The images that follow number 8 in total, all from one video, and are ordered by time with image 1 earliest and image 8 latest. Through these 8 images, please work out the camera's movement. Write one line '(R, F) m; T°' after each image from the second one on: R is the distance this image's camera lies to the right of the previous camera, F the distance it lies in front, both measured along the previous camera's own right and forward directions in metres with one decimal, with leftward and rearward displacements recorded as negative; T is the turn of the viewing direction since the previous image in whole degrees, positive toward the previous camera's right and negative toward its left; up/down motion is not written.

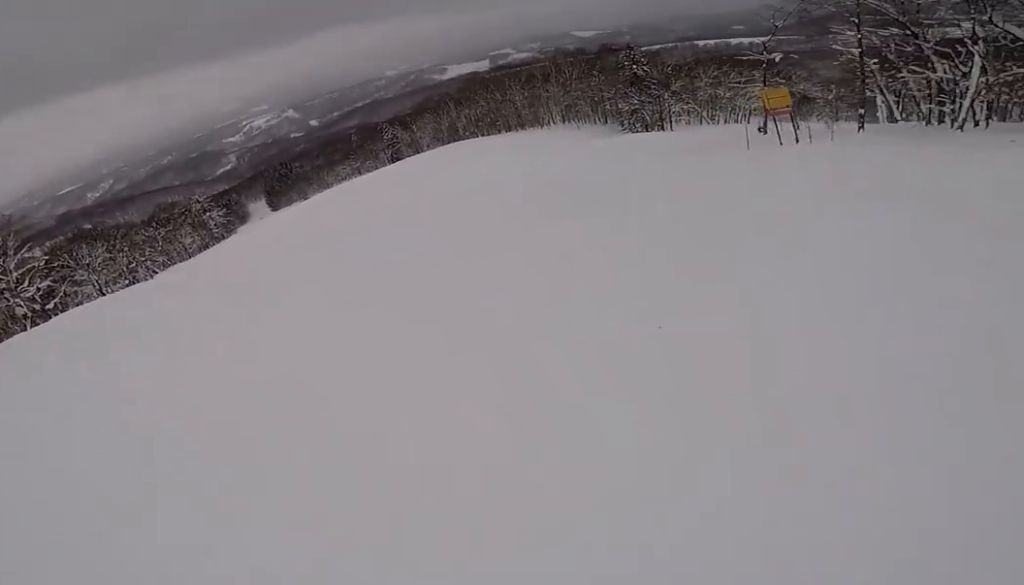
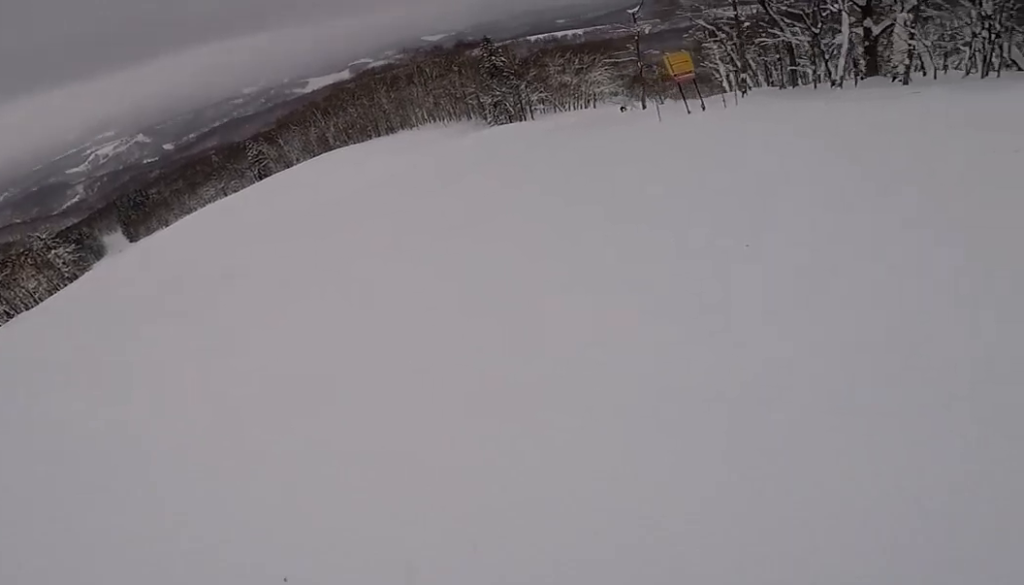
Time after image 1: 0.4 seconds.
(+0.9, +4.8) m; +14°
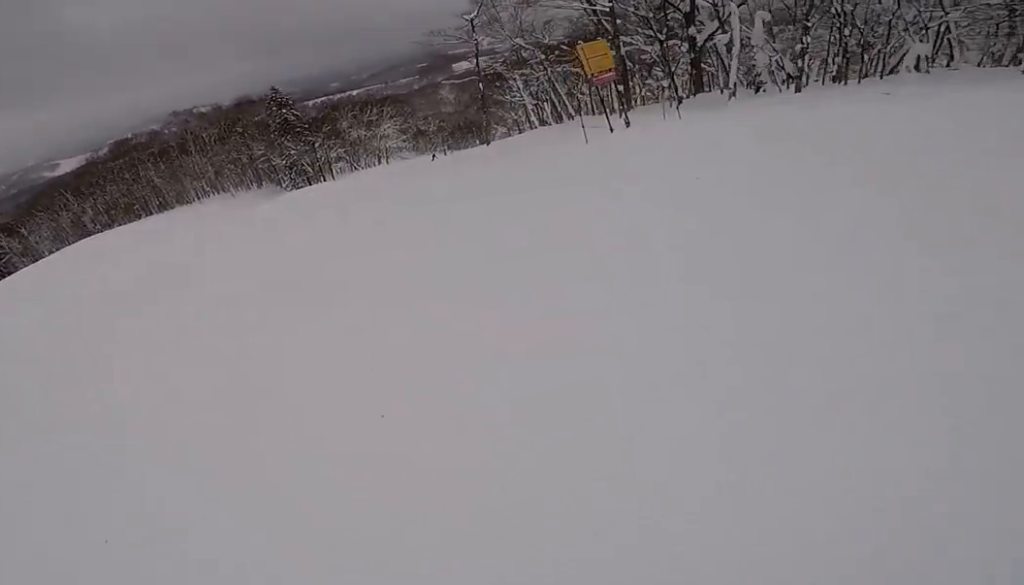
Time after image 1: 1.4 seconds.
(+2.5, +10.1) m; +22°
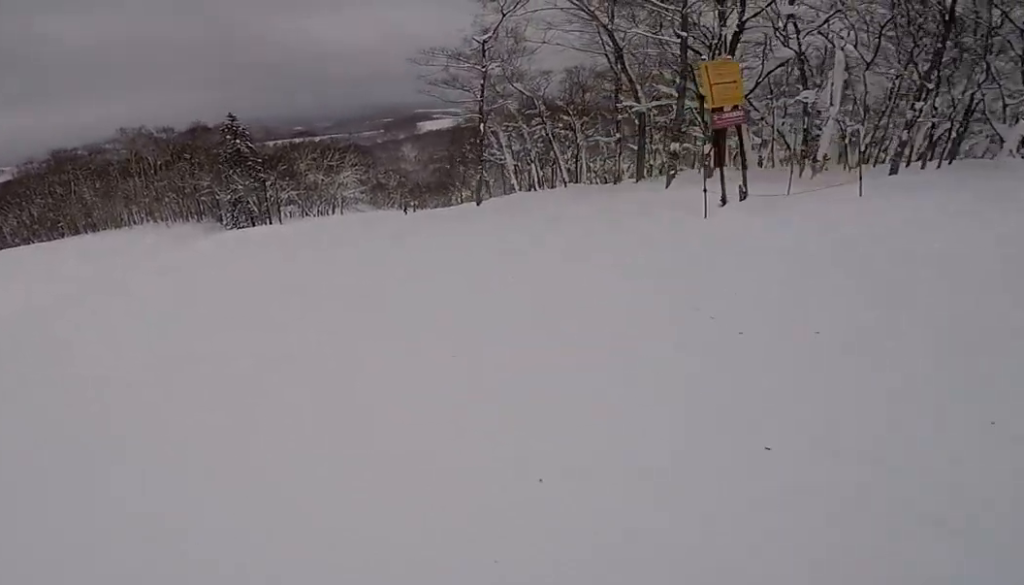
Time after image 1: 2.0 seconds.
(+2.4, +7.2) m; +4°
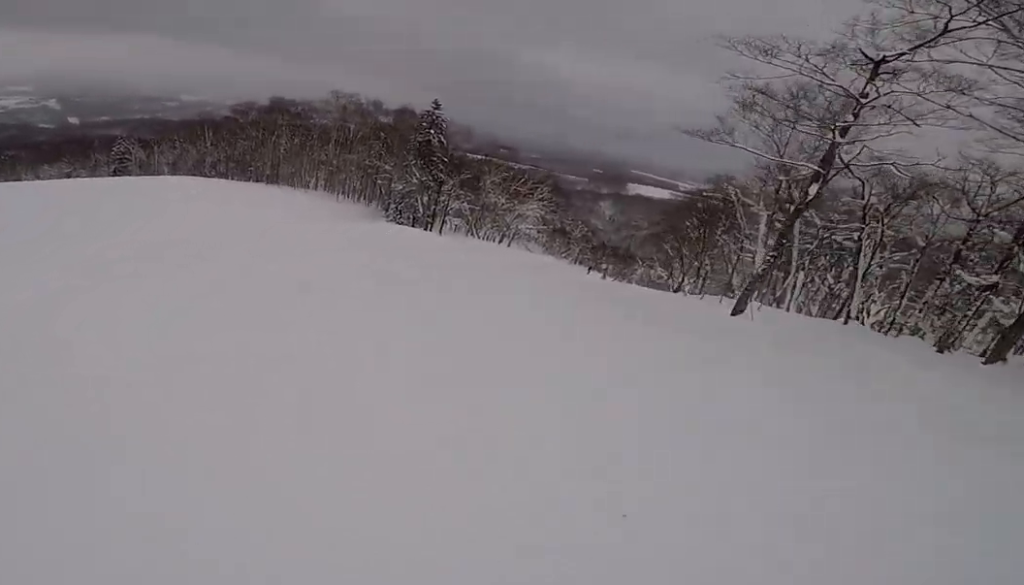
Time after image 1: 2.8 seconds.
(-2.4, +8.8) m; -6°
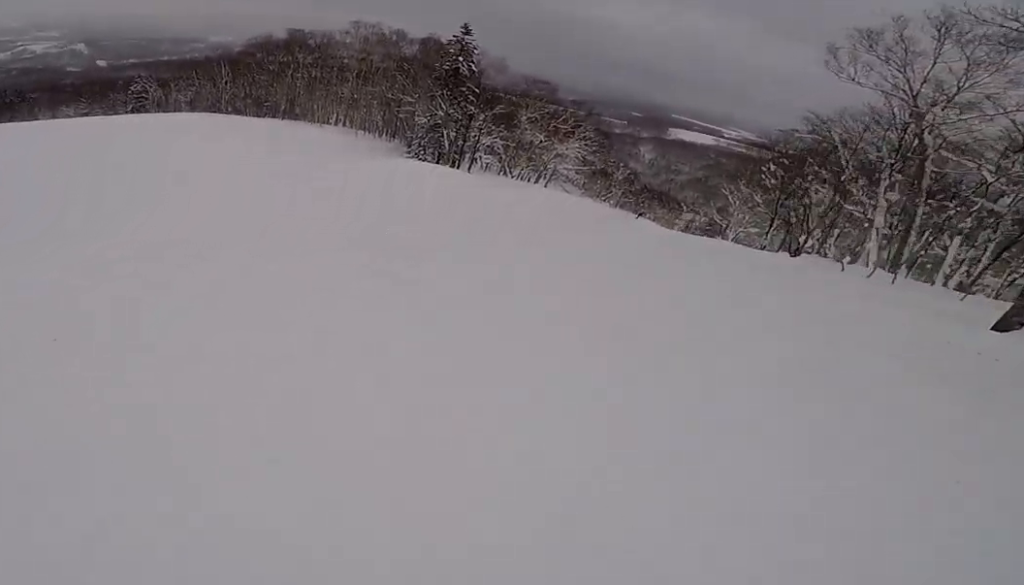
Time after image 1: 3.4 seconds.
(+0.1, +6.7) m; -2°
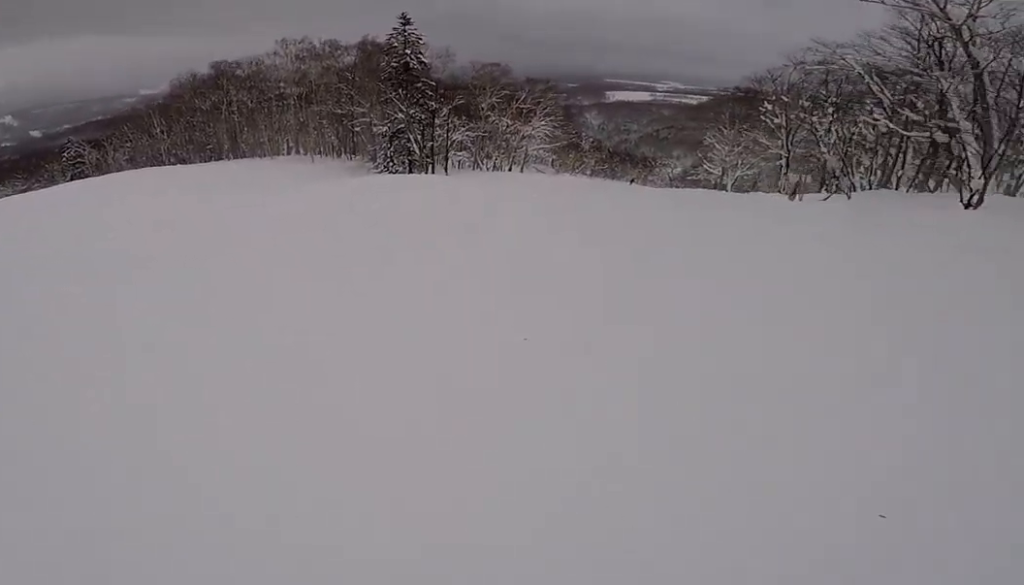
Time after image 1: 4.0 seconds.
(+0.9, +7.2) m; 0°
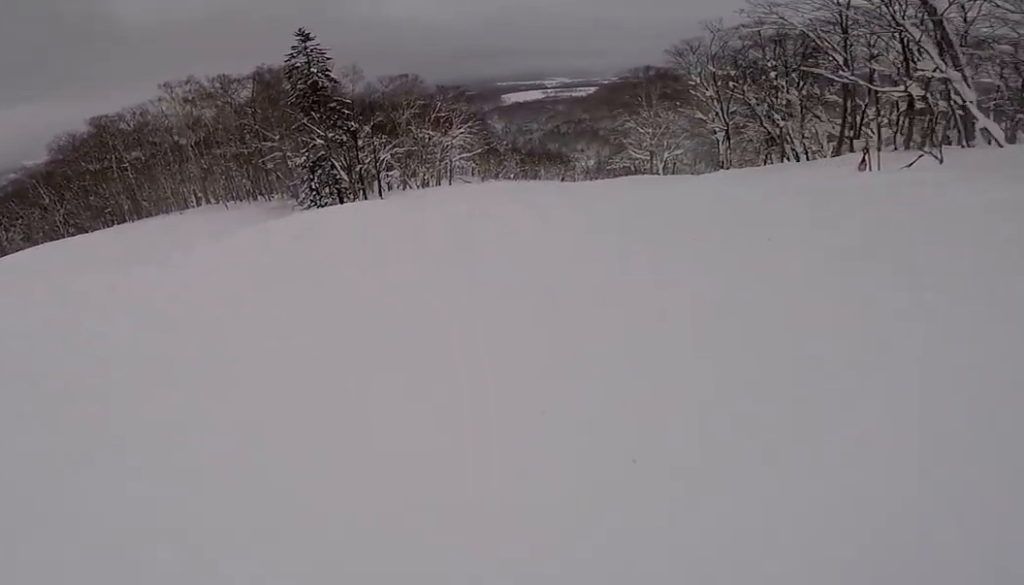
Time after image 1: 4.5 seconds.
(-0.7, +4.9) m; +7°
